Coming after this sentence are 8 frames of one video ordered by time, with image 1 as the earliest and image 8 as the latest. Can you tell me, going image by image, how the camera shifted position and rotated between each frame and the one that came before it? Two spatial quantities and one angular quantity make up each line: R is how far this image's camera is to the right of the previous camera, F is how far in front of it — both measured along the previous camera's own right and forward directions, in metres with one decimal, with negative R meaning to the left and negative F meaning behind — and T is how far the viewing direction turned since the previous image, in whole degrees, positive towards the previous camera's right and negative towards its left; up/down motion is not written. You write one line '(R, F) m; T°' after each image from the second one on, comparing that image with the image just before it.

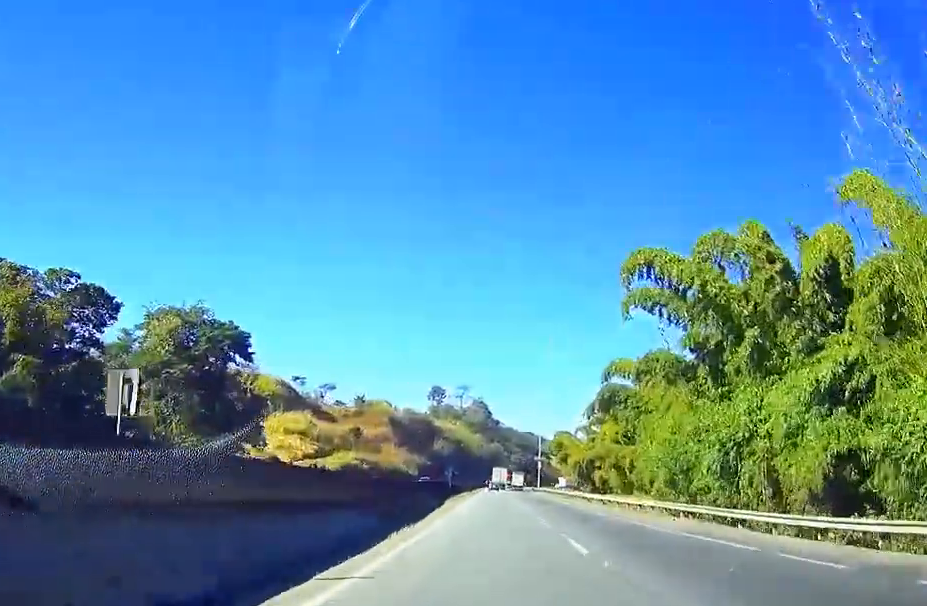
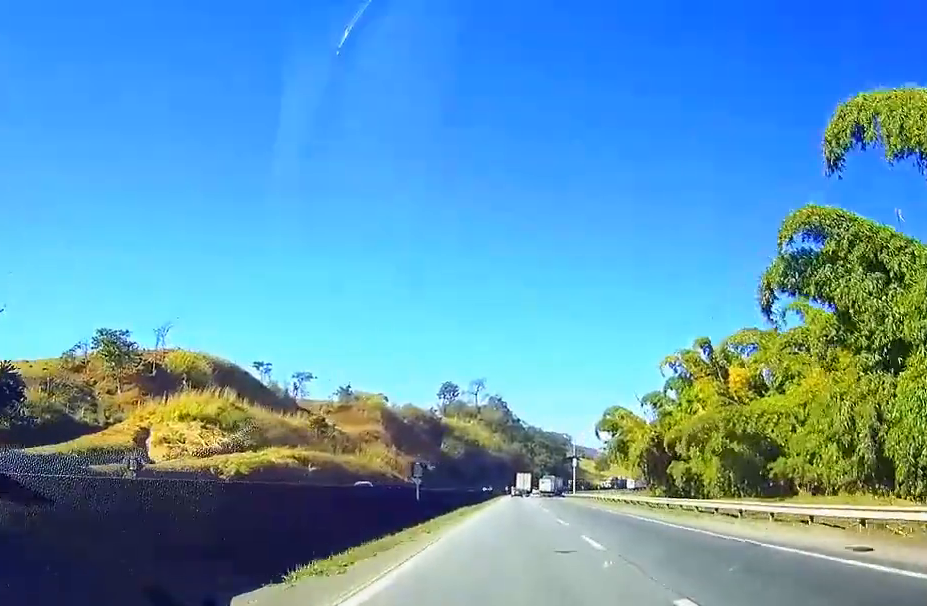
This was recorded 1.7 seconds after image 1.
(-1.8, +48.1) m; -2°
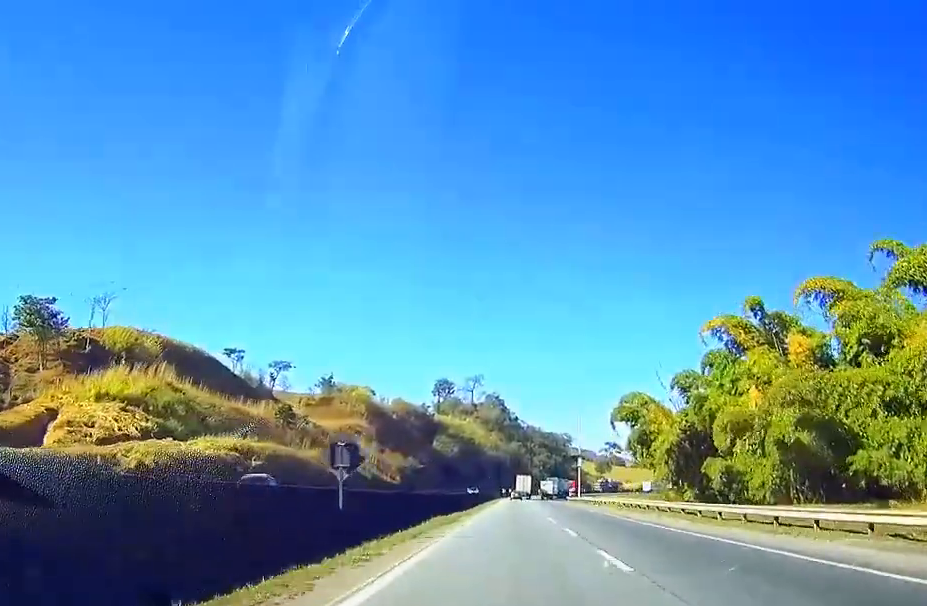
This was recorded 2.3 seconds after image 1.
(0.0, +16.9) m; 0°
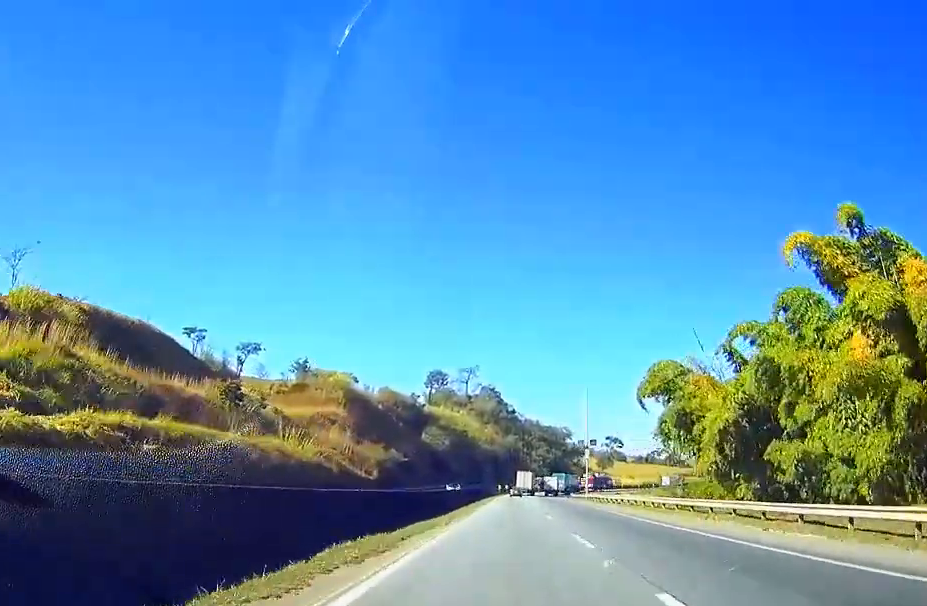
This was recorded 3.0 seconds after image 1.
(0.0, +18.8) m; 0°
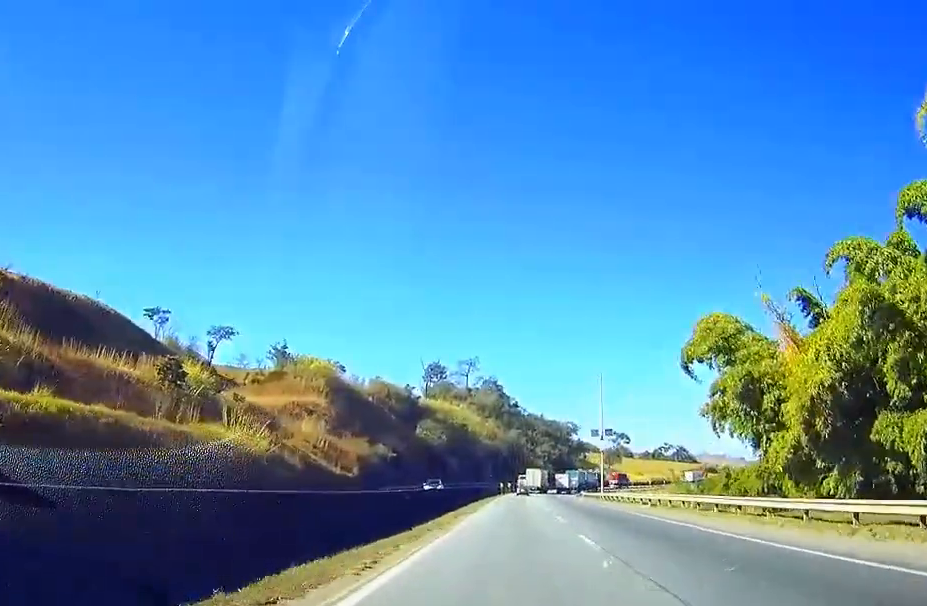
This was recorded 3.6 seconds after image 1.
(0.0, +16.1) m; 0°
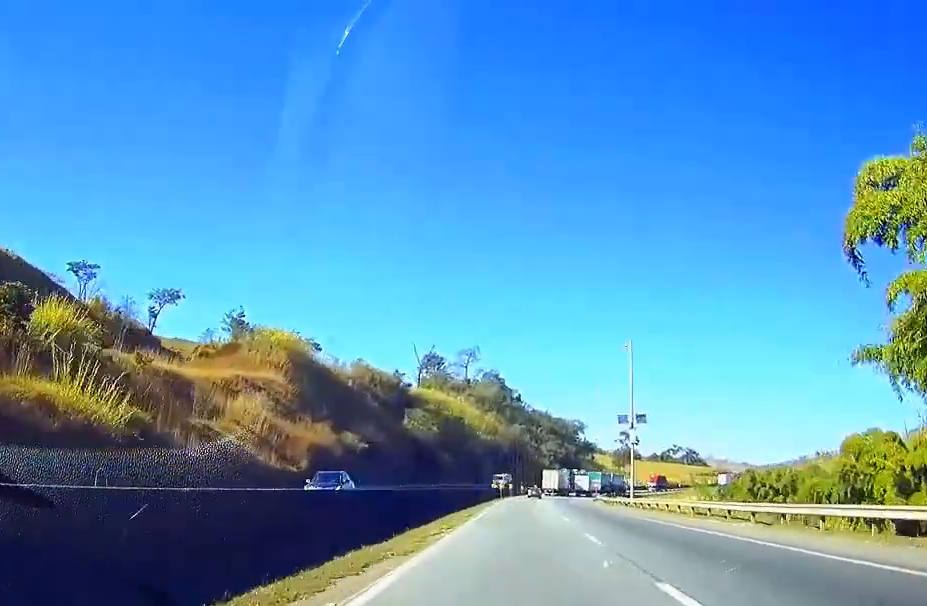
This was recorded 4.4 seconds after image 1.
(0.0, +24.6) m; 0°
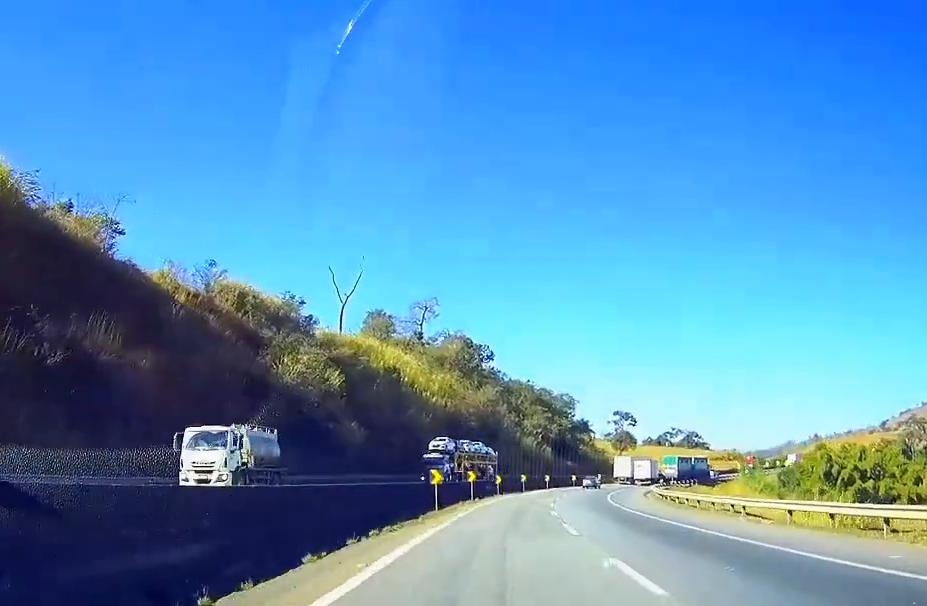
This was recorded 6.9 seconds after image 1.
(+0.6, +68.8) m; +1°
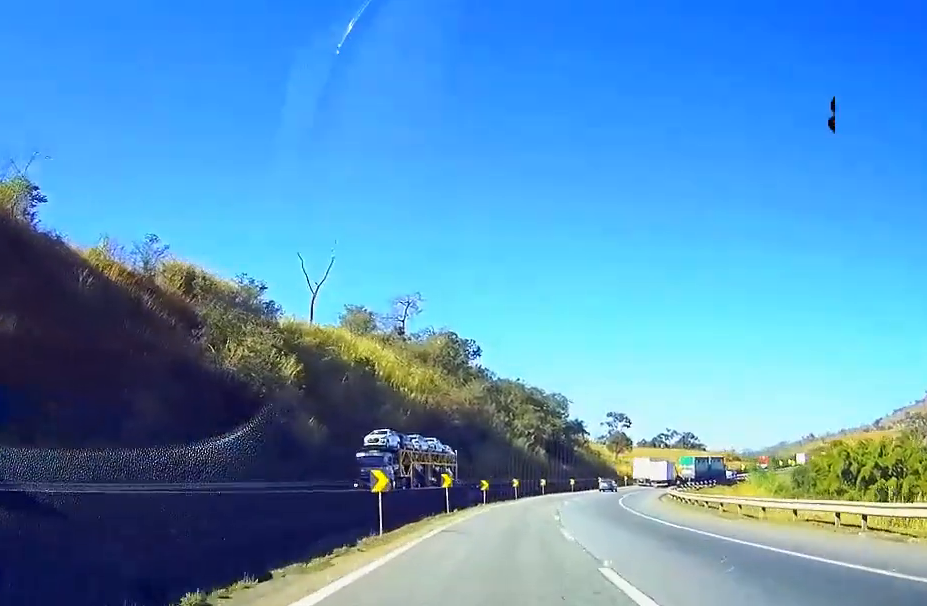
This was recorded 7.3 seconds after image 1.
(+0.1, +13.1) m; +1°
